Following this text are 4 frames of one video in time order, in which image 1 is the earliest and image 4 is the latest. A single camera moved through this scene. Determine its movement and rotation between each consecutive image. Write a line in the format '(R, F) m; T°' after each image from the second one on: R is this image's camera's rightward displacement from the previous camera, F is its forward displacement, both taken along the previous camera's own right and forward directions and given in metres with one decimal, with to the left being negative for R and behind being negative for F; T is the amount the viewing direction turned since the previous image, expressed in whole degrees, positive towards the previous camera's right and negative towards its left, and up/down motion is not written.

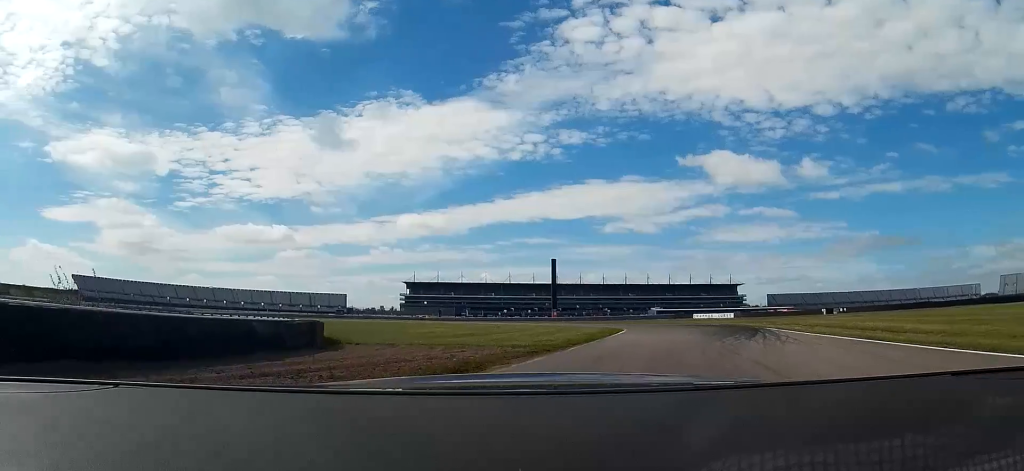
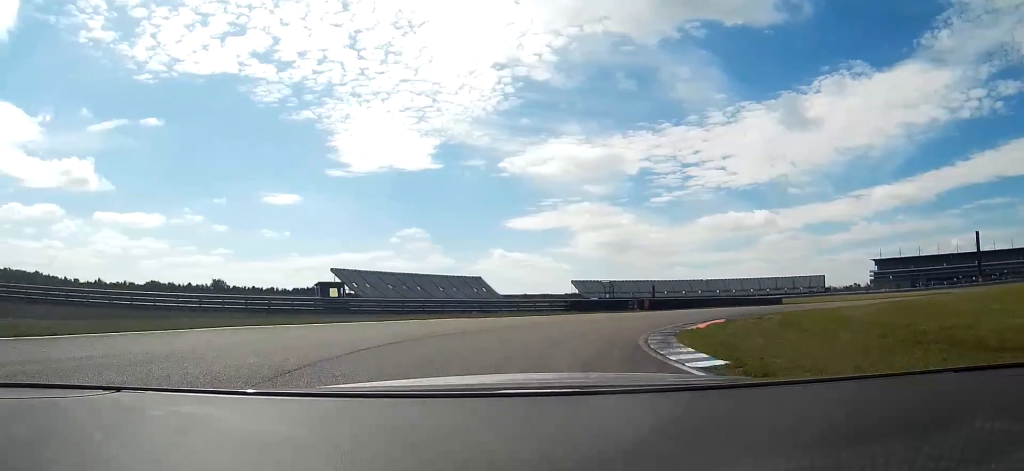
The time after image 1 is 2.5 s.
(-22.8, +53.4) m; -43°
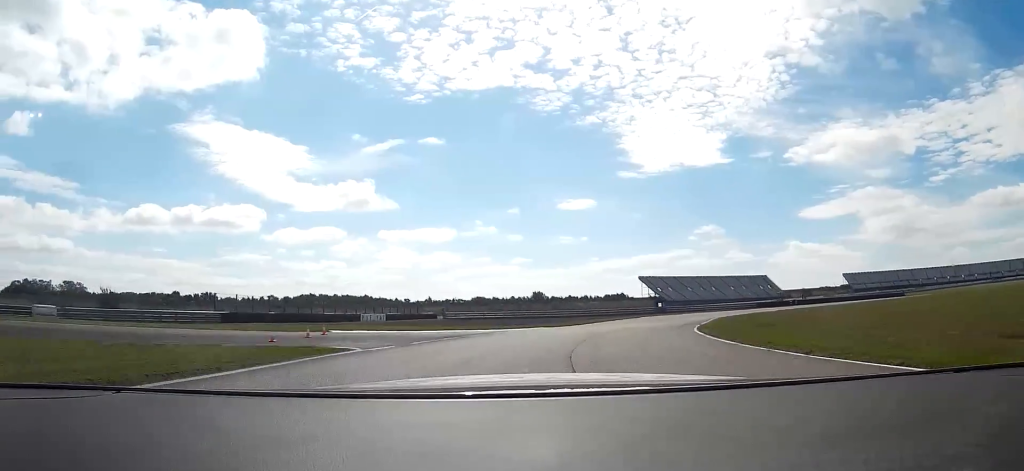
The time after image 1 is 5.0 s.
(-16.7, +64.8) m; -28°
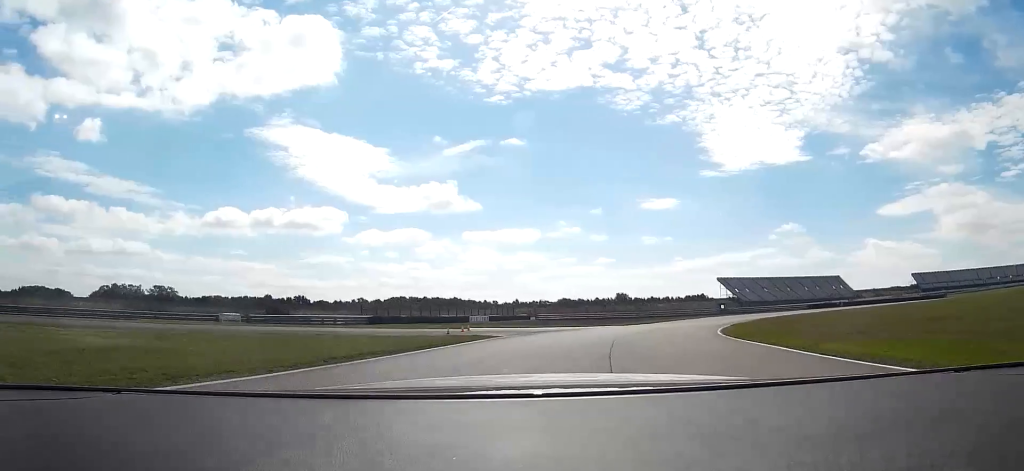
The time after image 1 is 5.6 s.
(-1.2, +16.2) m; -8°
